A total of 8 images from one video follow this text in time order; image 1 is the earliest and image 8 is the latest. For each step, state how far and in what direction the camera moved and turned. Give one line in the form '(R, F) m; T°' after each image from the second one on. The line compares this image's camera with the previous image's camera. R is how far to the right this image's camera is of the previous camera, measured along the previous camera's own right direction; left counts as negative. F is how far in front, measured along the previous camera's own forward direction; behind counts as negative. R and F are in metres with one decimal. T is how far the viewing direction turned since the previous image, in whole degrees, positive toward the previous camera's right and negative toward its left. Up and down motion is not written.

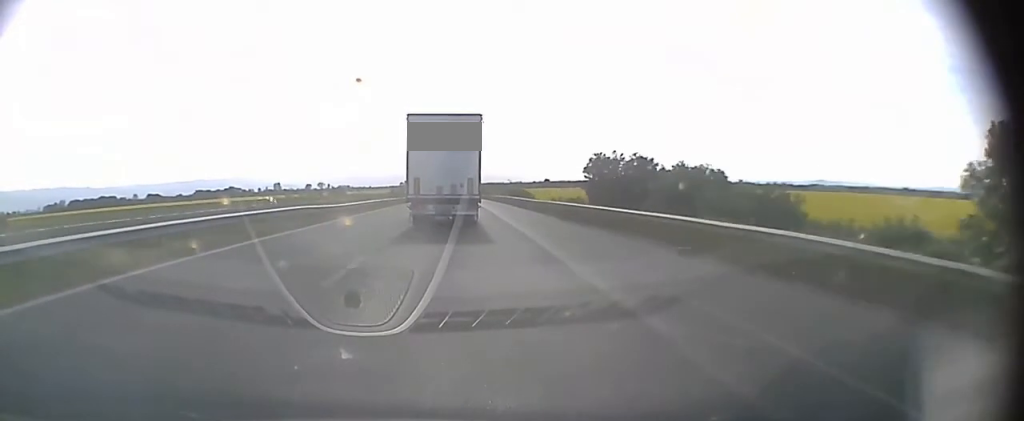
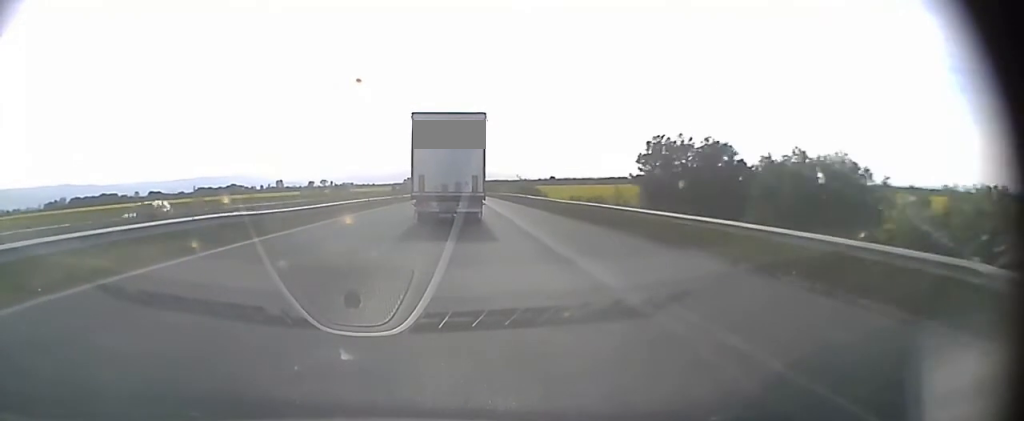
(0.0, +12.2) m; 0°
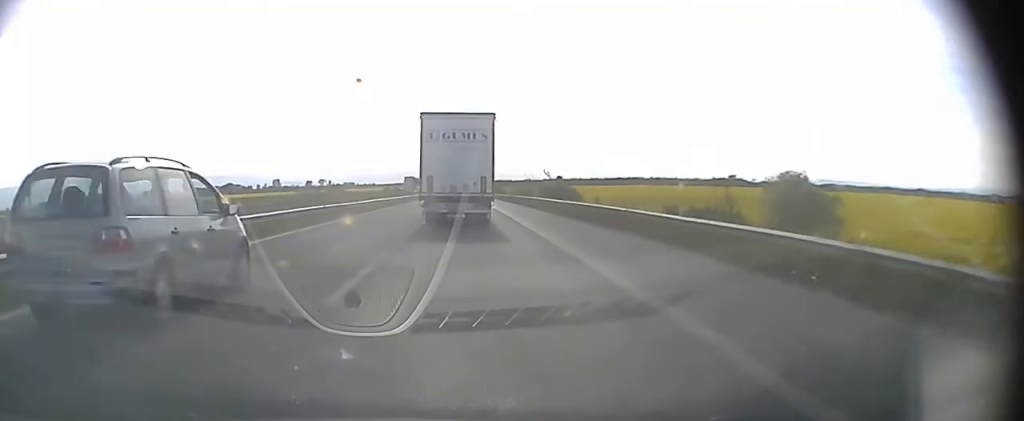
(-0.2, +37.3) m; 0°
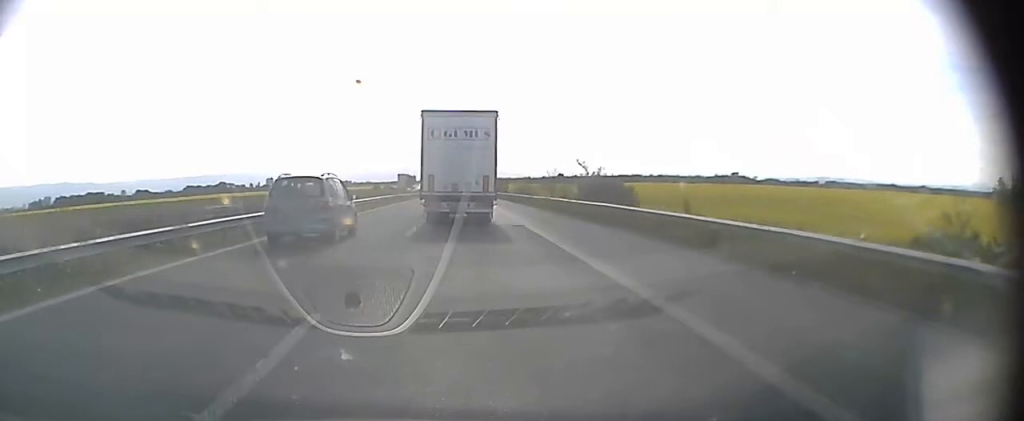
(0.0, +27.8) m; 0°
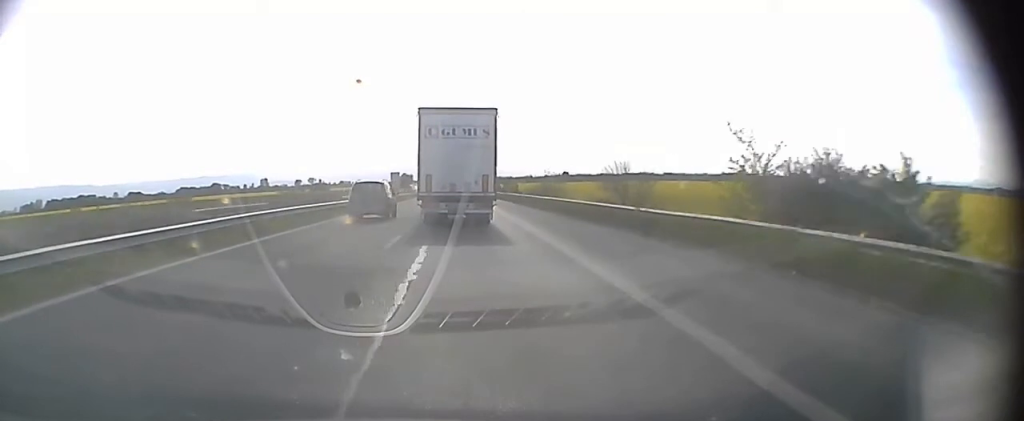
(-0.1, +35.7) m; 0°
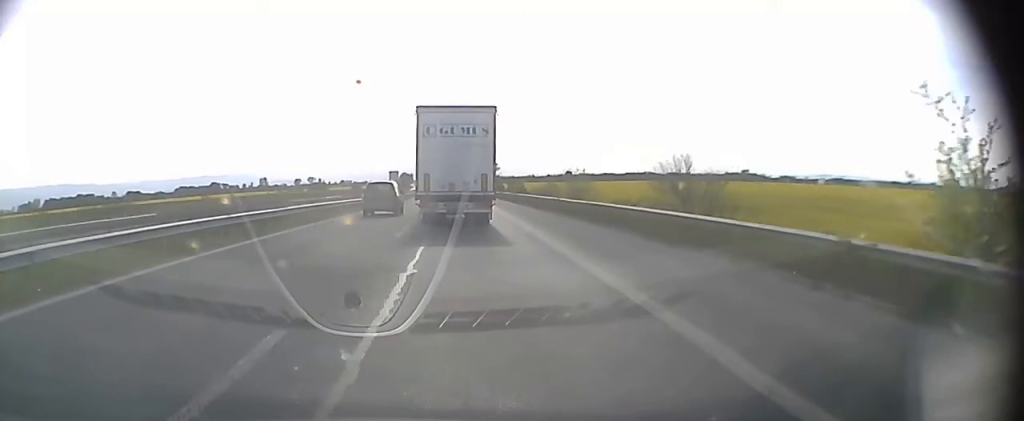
(0.0, +12.8) m; 0°
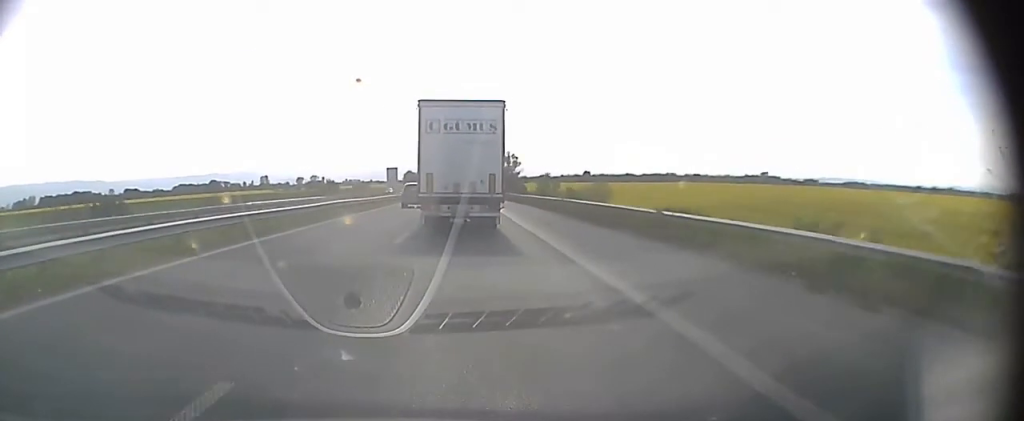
(-0.2, +49.4) m; -1°
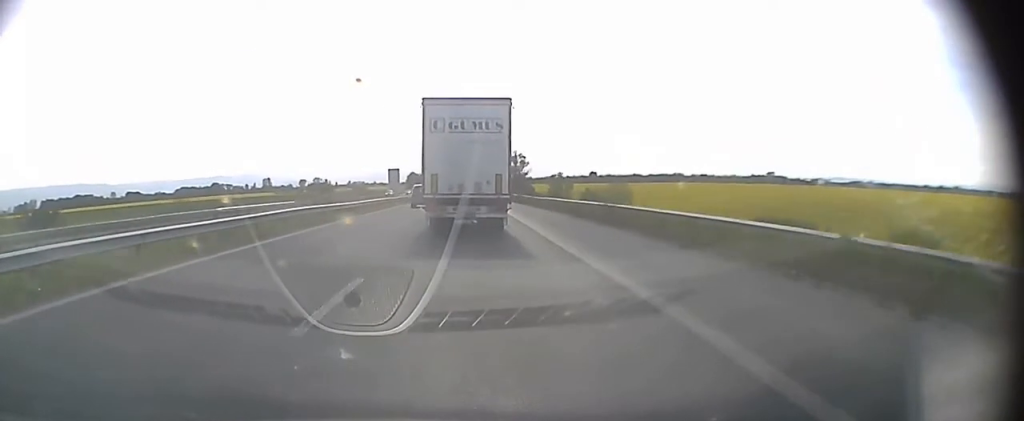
(0.0, +10.5) m; 0°
